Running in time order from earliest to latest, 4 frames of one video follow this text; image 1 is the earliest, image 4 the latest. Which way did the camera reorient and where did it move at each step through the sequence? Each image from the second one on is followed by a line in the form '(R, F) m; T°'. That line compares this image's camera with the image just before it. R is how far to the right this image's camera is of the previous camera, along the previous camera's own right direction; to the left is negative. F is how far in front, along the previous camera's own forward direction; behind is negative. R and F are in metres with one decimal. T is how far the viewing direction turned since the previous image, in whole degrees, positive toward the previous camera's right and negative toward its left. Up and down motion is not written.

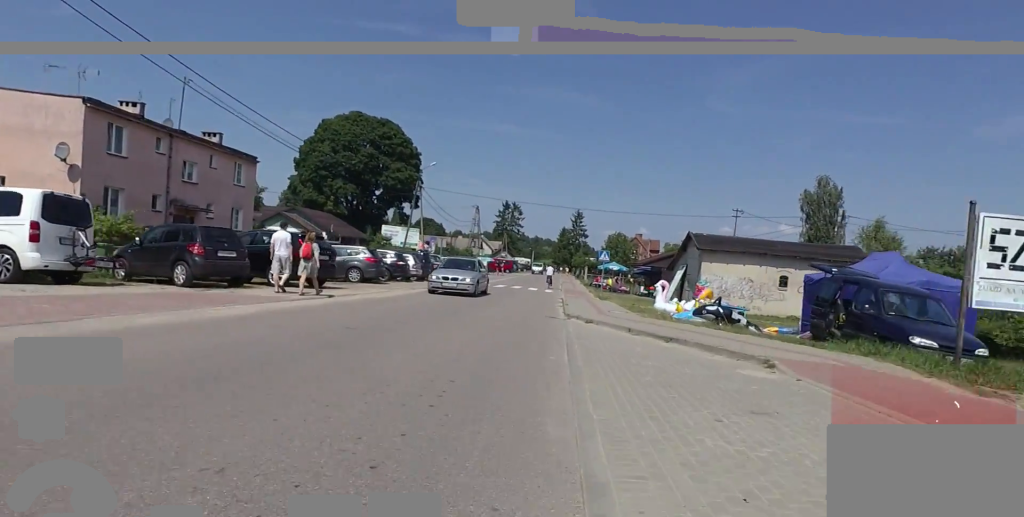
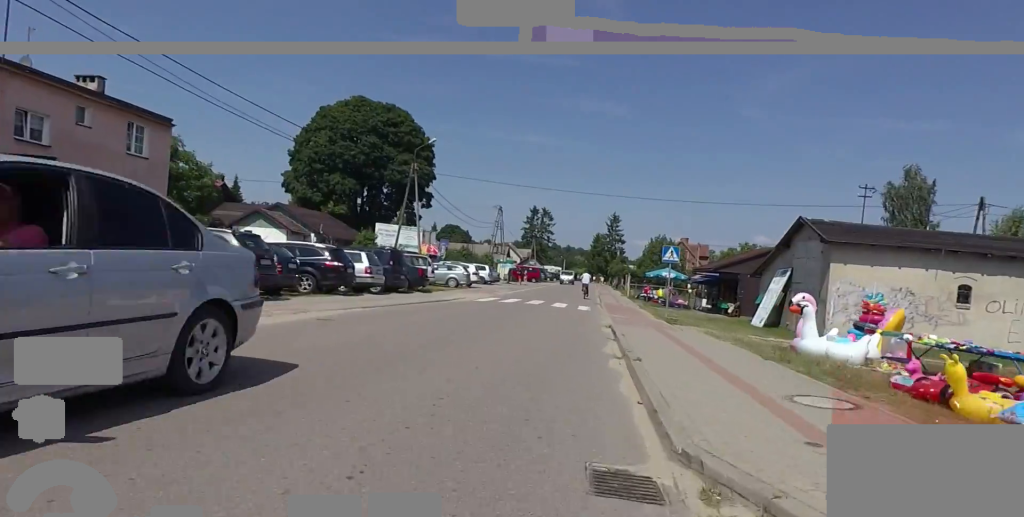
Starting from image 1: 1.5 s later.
(-0.4, +11.9) m; -2°
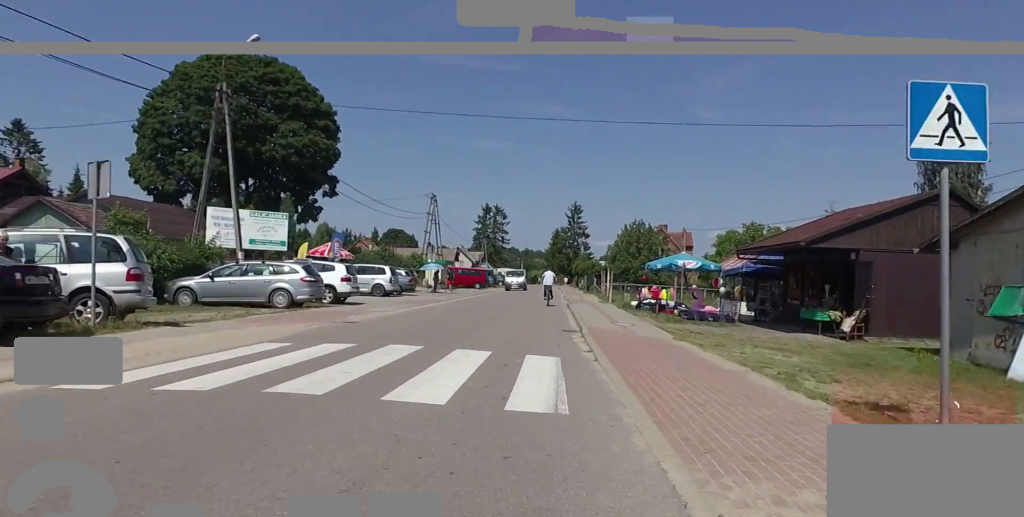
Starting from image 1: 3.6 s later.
(0.0, +18.6) m; +5°
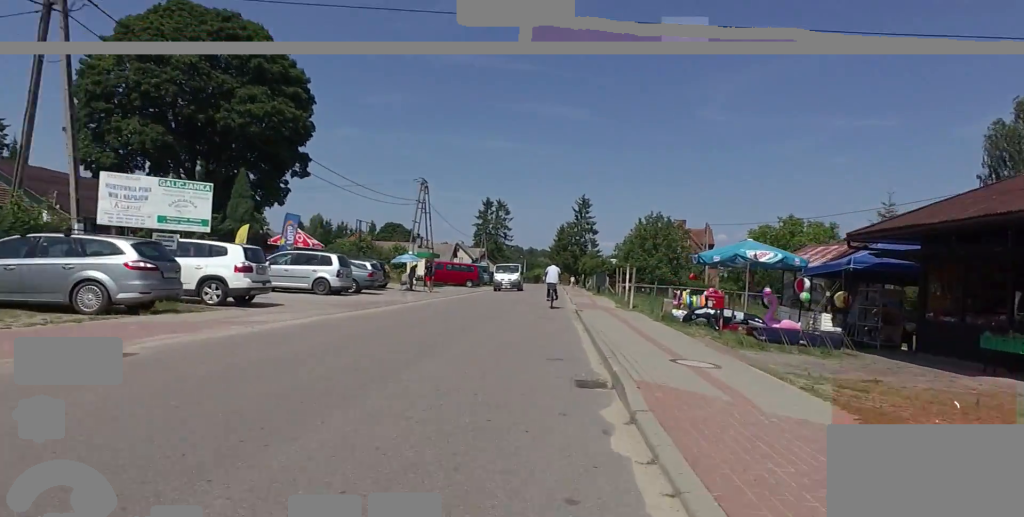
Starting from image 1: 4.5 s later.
(+0.4, +7.8) m; +2°
